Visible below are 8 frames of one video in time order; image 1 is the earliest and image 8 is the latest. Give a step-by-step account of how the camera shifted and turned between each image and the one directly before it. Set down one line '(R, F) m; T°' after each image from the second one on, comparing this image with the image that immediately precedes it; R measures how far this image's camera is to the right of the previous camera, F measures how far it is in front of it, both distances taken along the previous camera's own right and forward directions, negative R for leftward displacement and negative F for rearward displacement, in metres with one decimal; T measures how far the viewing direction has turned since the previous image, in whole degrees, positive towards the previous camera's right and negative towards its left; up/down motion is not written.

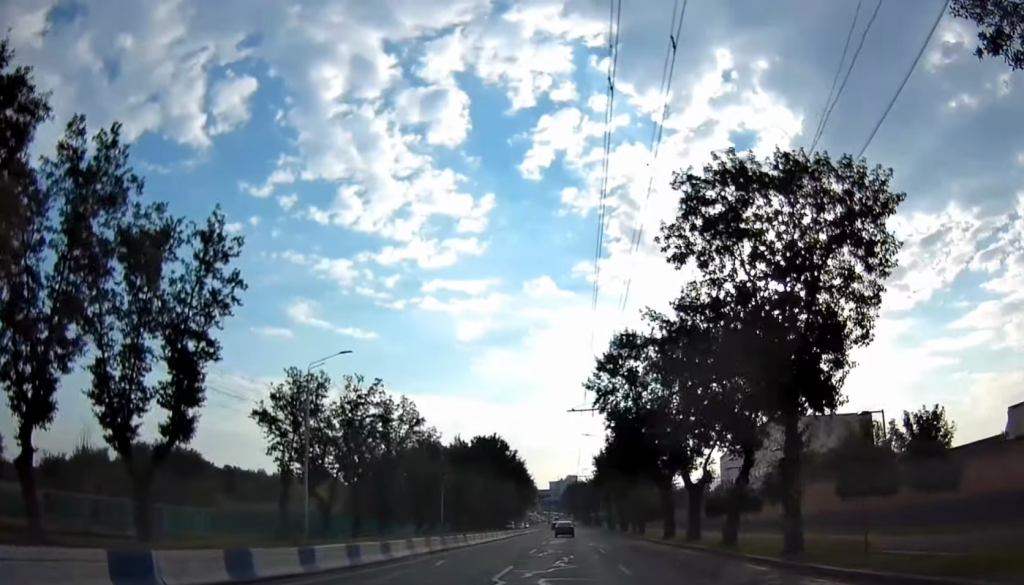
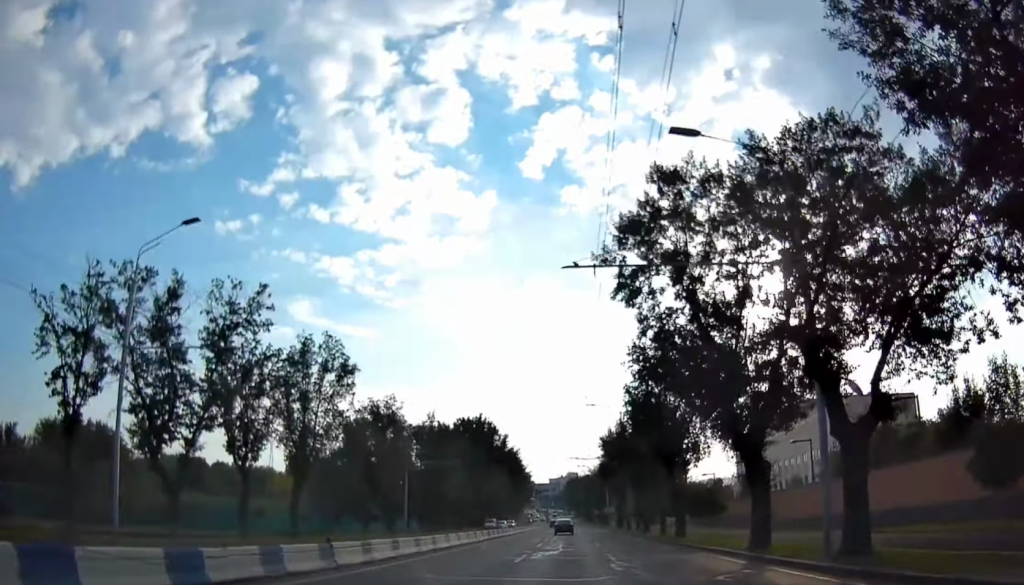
(-0.2, +20.4) m; -1°
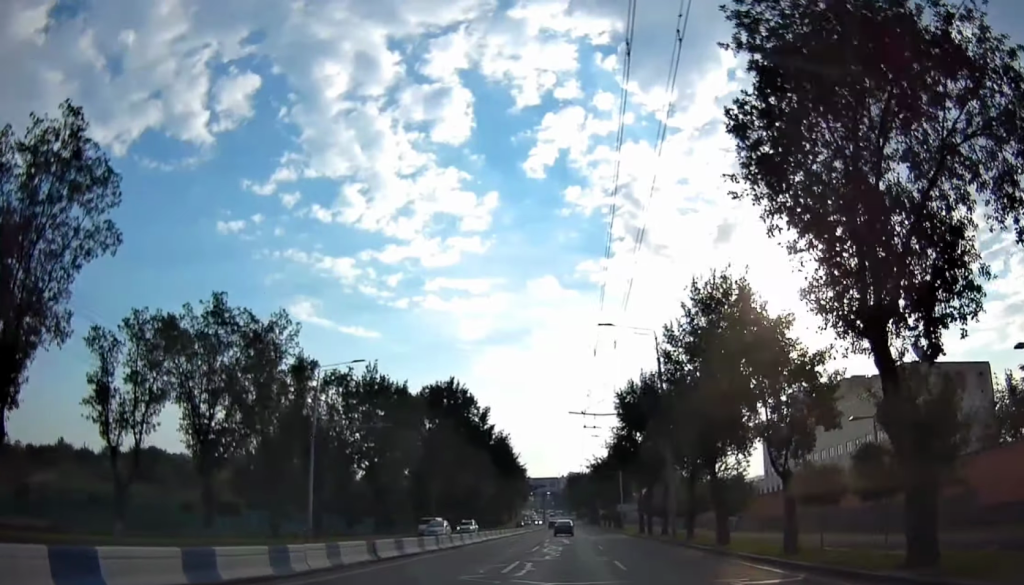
(+0.2, +26.6) m; +1°
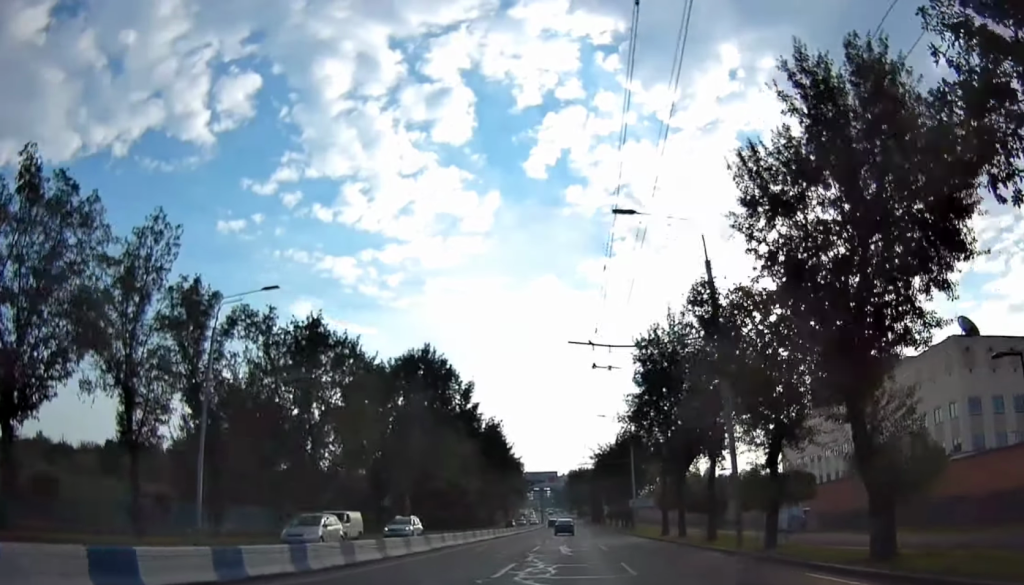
(-0.2, +14.4) m; 0°
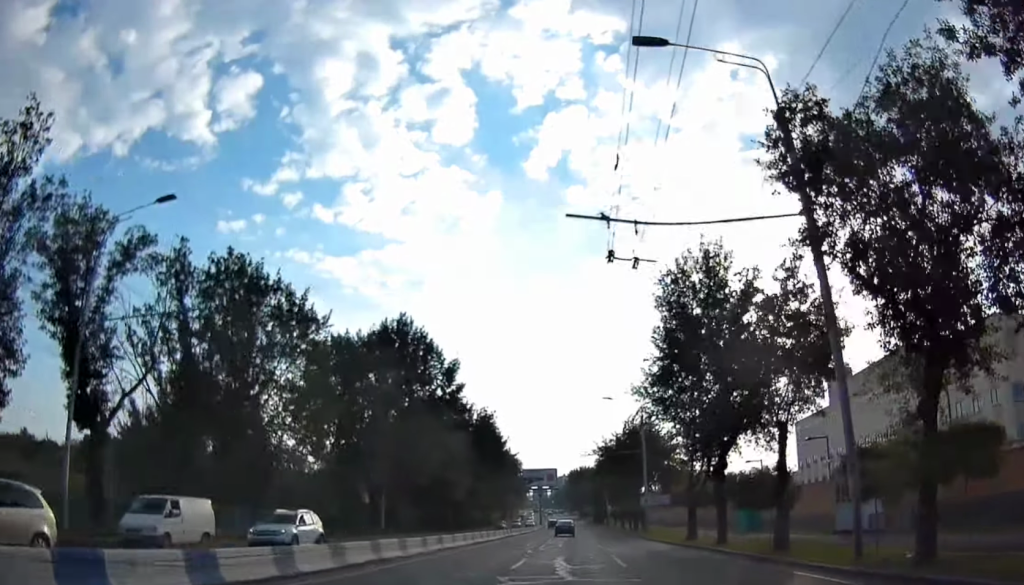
(-0.3, +9.8) m; 0°
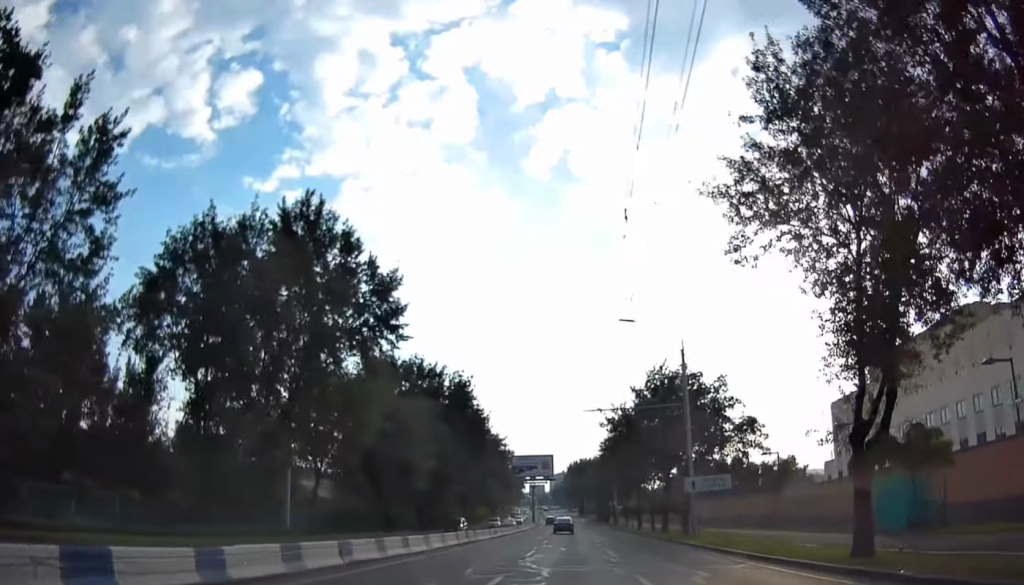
(+0.7, +21.4) m; 0°
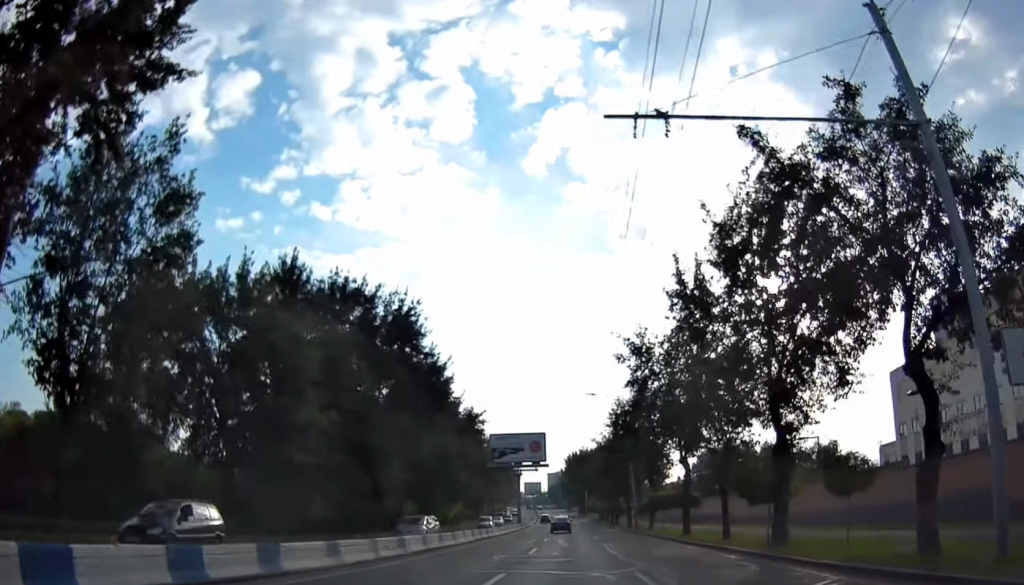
(-0.7, +25.8) m; -1°
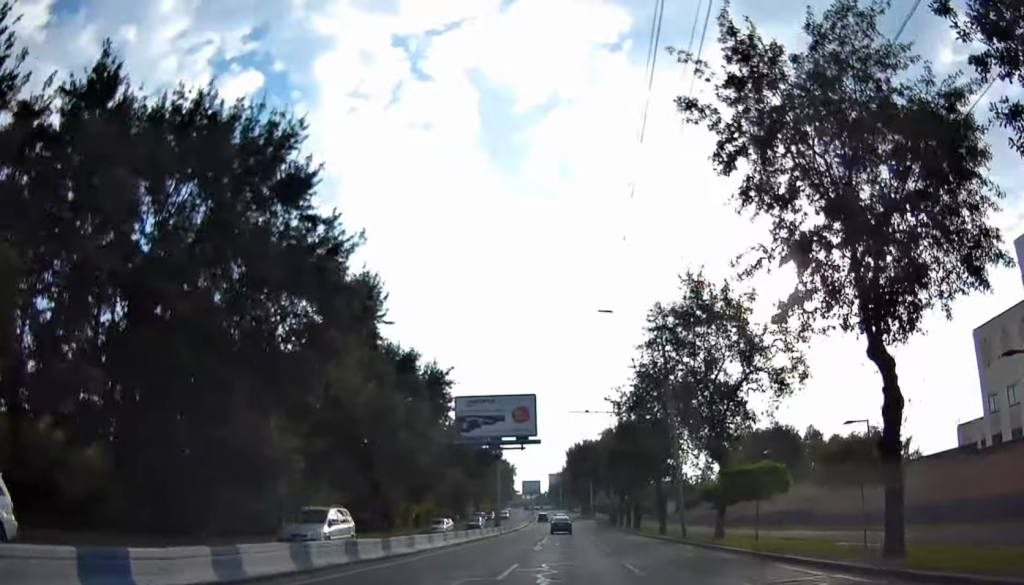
(+0.2, +23.7) m; +1°
